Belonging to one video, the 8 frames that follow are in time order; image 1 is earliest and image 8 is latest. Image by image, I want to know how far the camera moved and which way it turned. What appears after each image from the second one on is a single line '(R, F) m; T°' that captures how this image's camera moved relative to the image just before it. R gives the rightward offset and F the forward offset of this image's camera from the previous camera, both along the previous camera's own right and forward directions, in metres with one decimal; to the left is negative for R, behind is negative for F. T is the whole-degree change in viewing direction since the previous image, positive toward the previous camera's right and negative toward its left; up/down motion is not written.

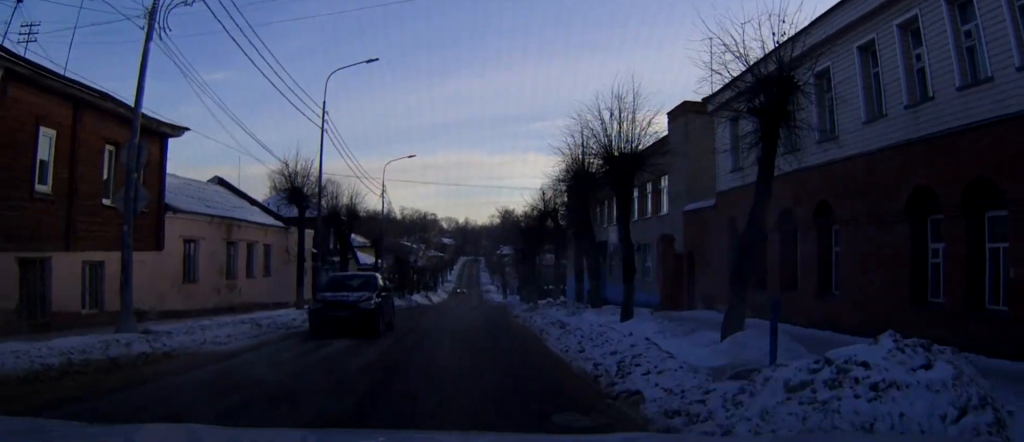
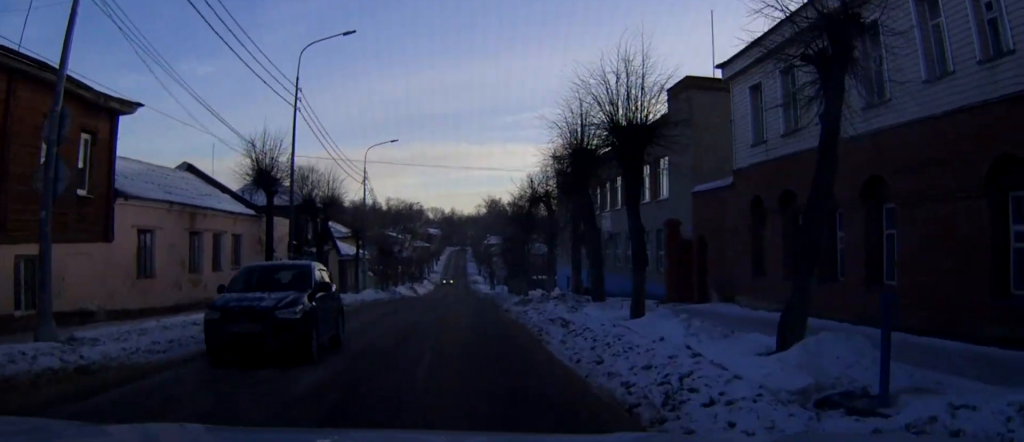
(0.0, +2.8) m; 0°
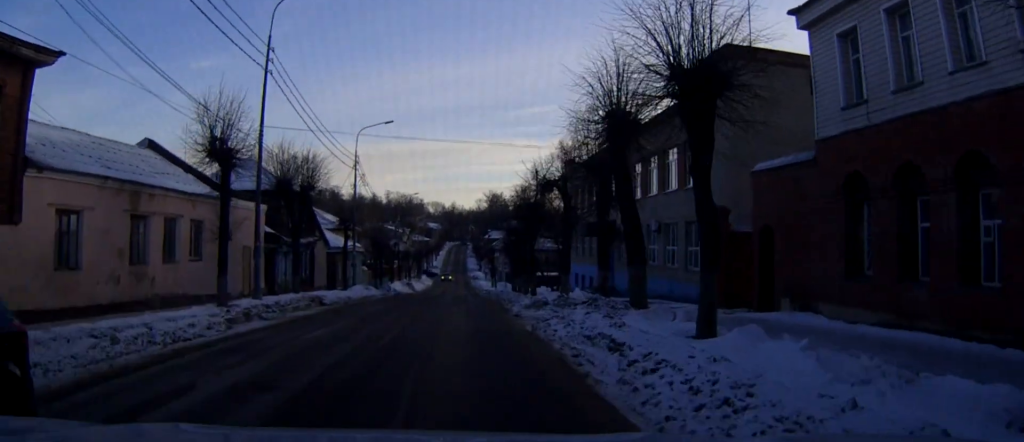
(+0.1, +5.0) m; +1°
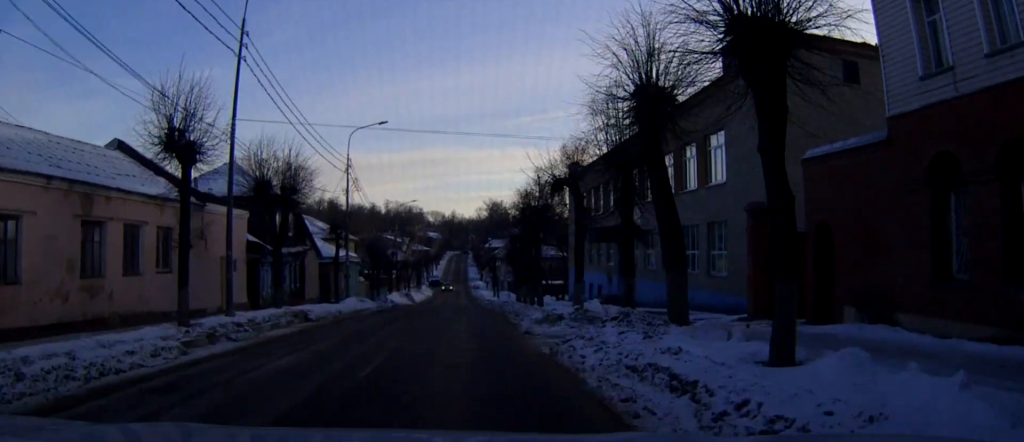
(0.0, +2.9) m; -1°
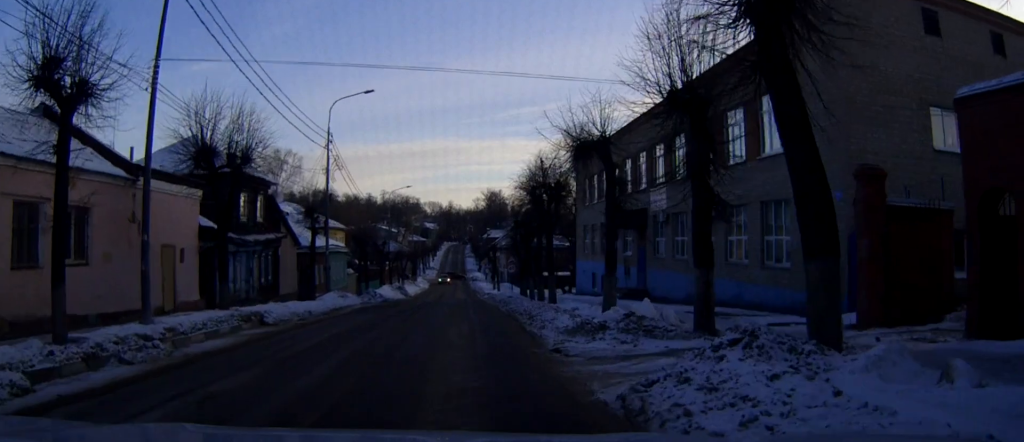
(0.0, +5.3) m; -1°
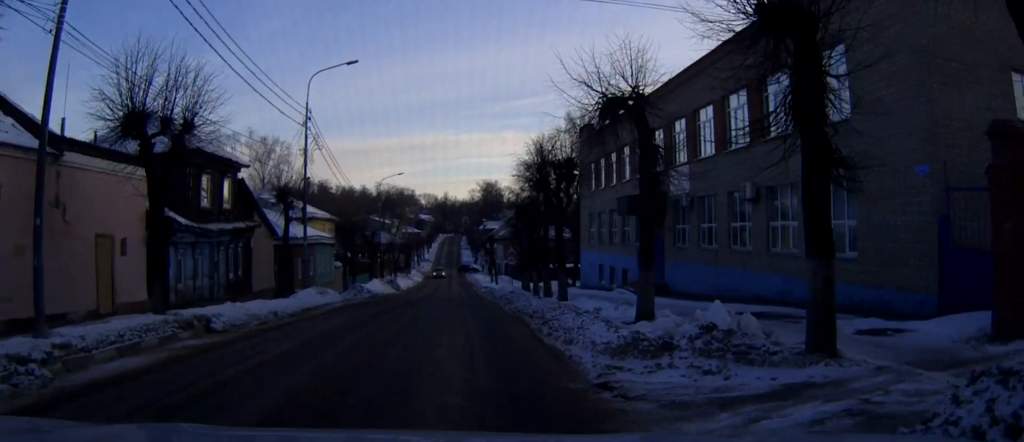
(0.0, +4.2) m; 0°
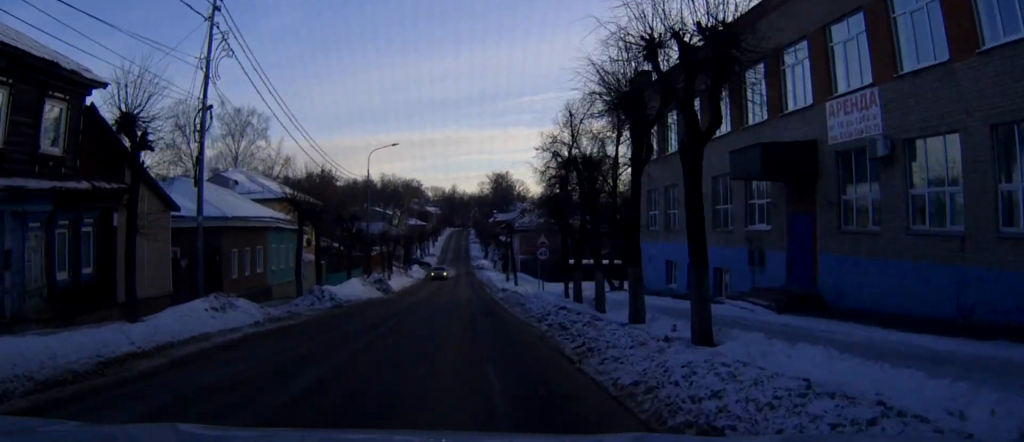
(+0.1, +15.9) m; 0°
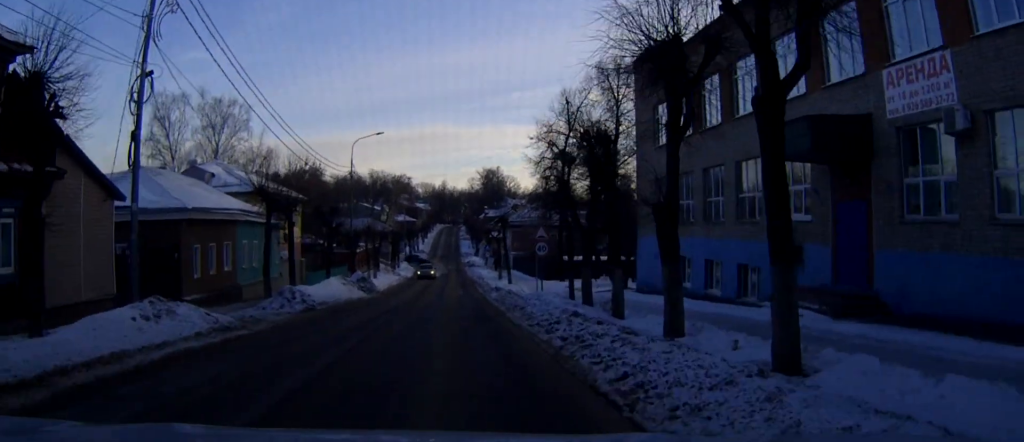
(0.0, +3.9) m; 0°
